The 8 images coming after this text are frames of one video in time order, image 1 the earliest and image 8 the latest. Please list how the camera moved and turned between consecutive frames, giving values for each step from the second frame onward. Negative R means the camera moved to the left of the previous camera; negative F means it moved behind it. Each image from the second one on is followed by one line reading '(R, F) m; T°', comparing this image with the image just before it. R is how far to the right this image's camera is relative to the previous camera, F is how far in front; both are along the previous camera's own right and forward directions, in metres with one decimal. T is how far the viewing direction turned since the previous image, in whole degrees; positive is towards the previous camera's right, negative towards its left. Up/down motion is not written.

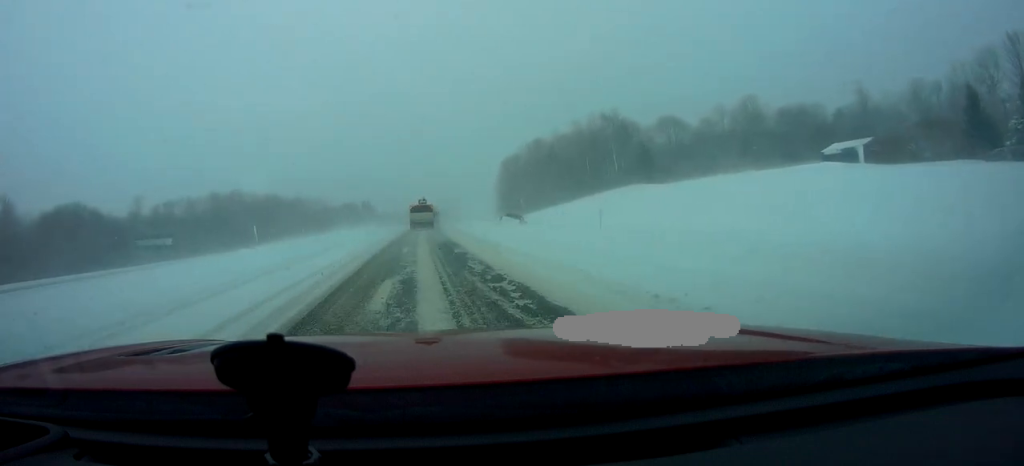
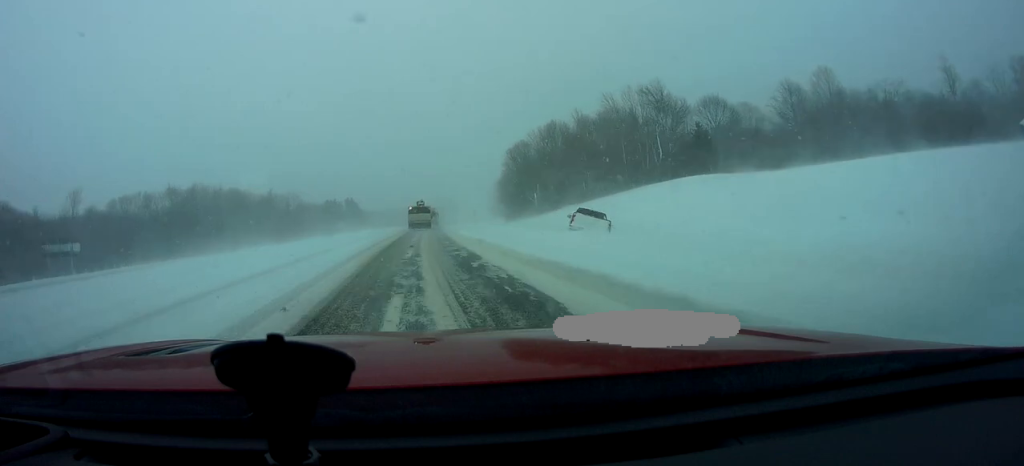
(-1.2, +25.8) m; -2°
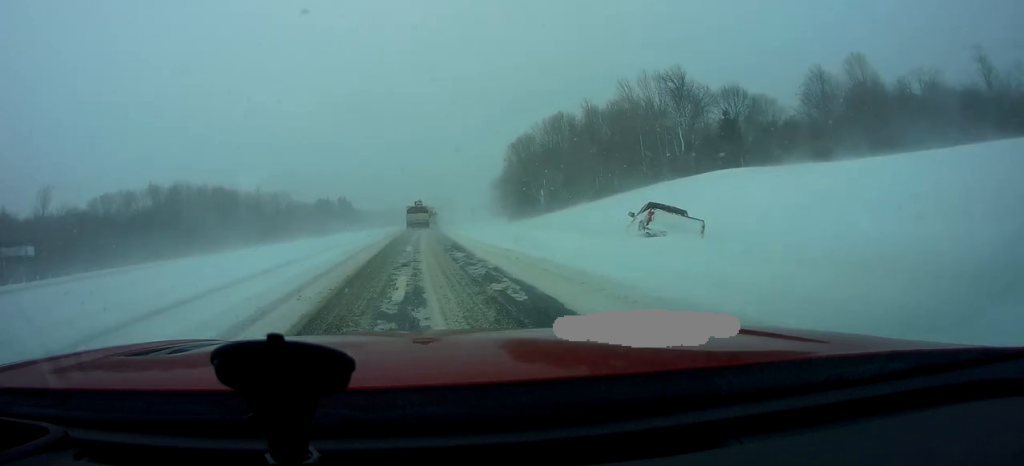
(+0.4, +9.2) m; +2°
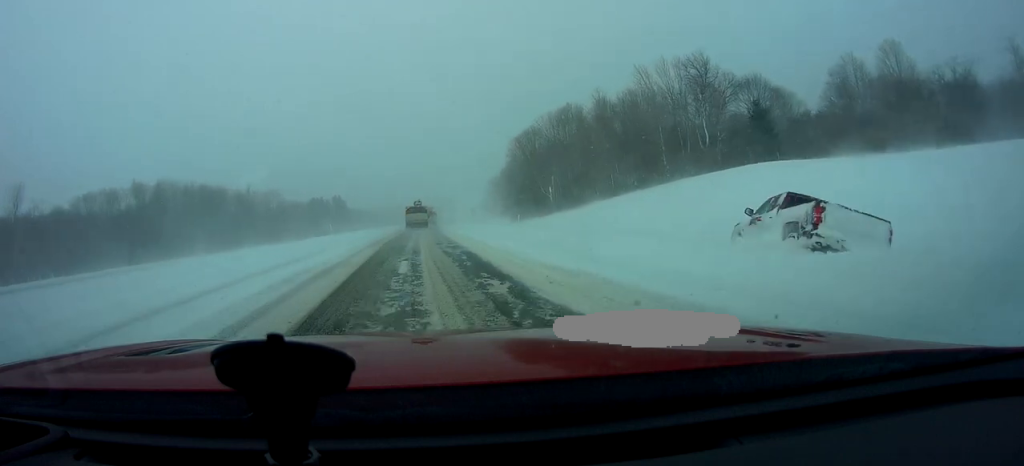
(+0.2, +8.0) m; +2°
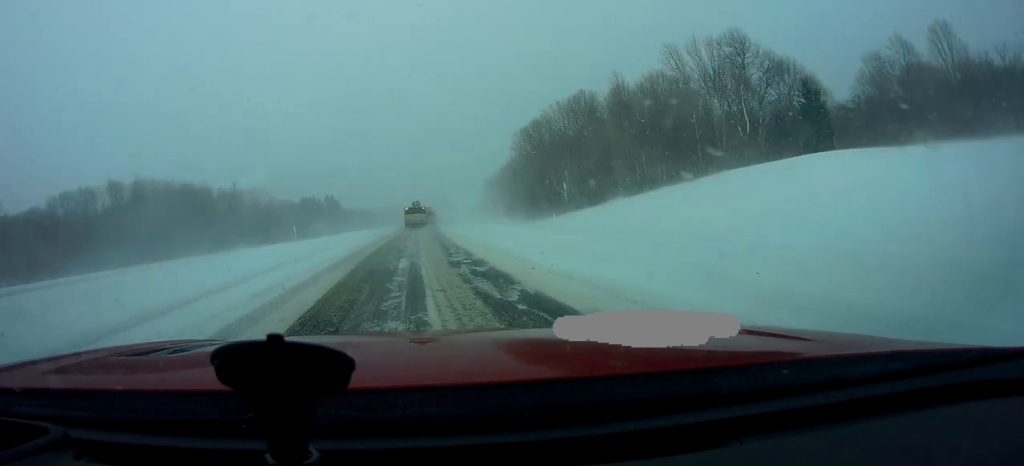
(+0.1, +10.7) m; 0°
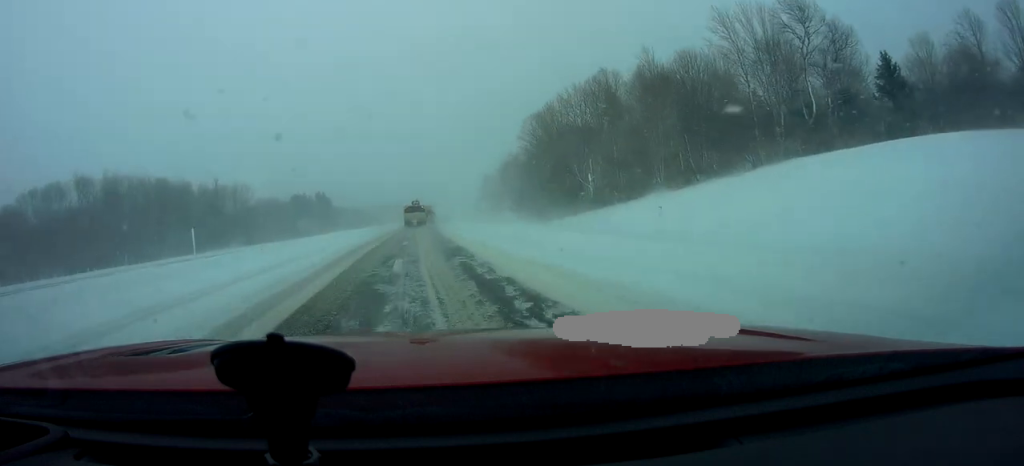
(0.0, +12.8) m; 0°
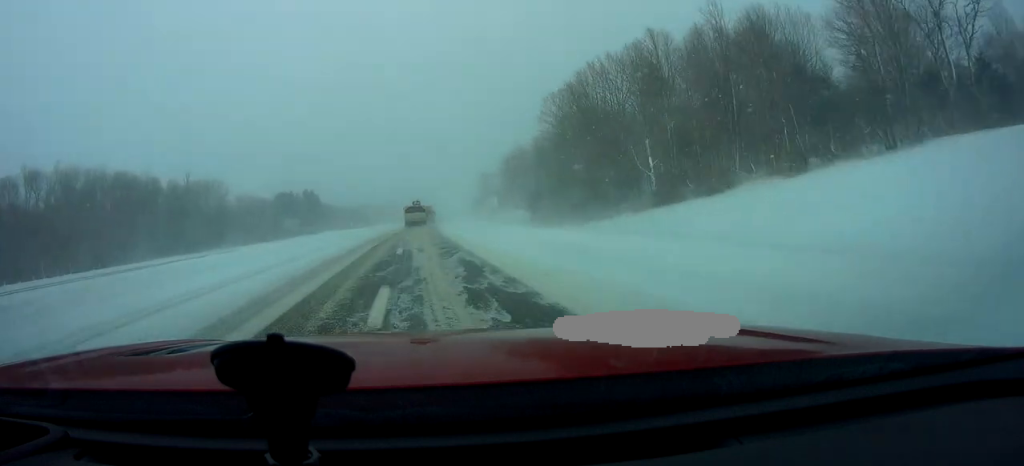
(0.0, +18.4) m; +1°
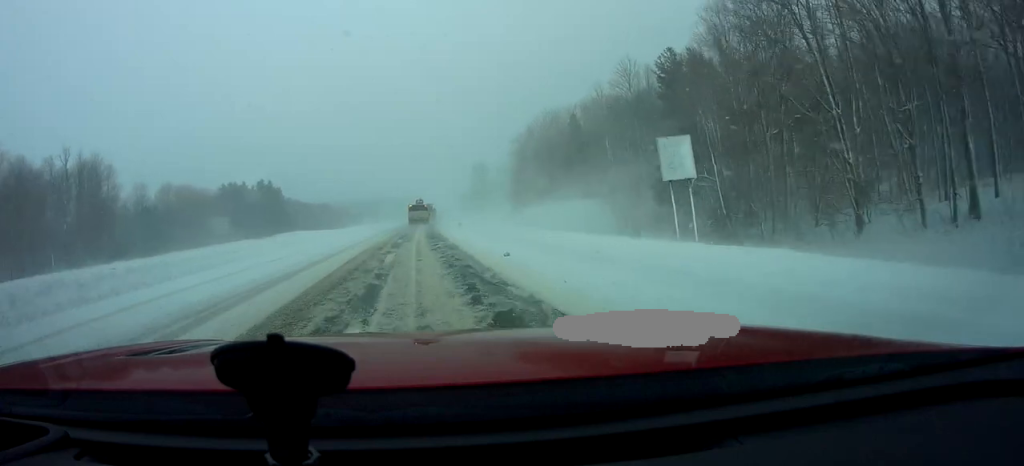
(+0.7, +52.4) m; +1°
